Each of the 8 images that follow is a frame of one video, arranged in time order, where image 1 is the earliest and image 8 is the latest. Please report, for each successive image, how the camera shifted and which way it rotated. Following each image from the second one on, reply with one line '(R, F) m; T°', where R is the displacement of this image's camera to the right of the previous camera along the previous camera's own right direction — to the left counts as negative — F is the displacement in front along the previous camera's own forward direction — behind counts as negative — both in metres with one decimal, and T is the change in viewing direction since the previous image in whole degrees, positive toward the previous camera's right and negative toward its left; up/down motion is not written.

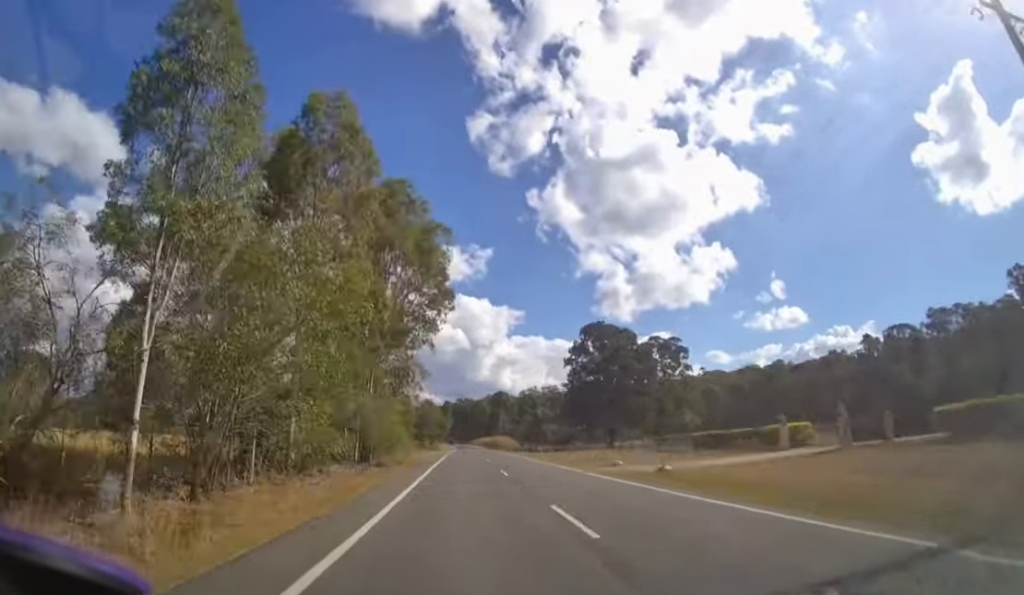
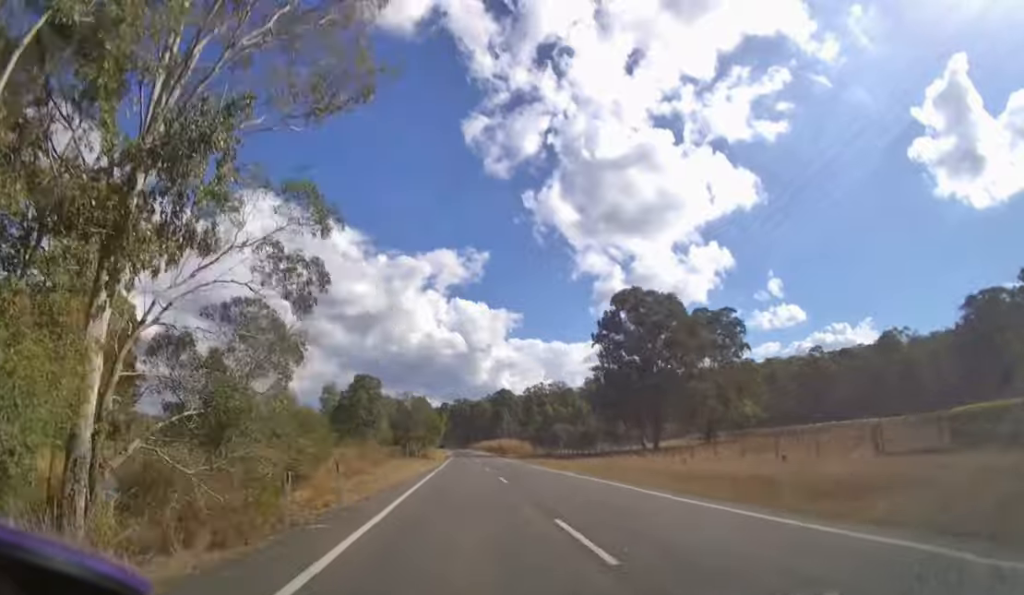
(0.0, +26.5) m; 0°
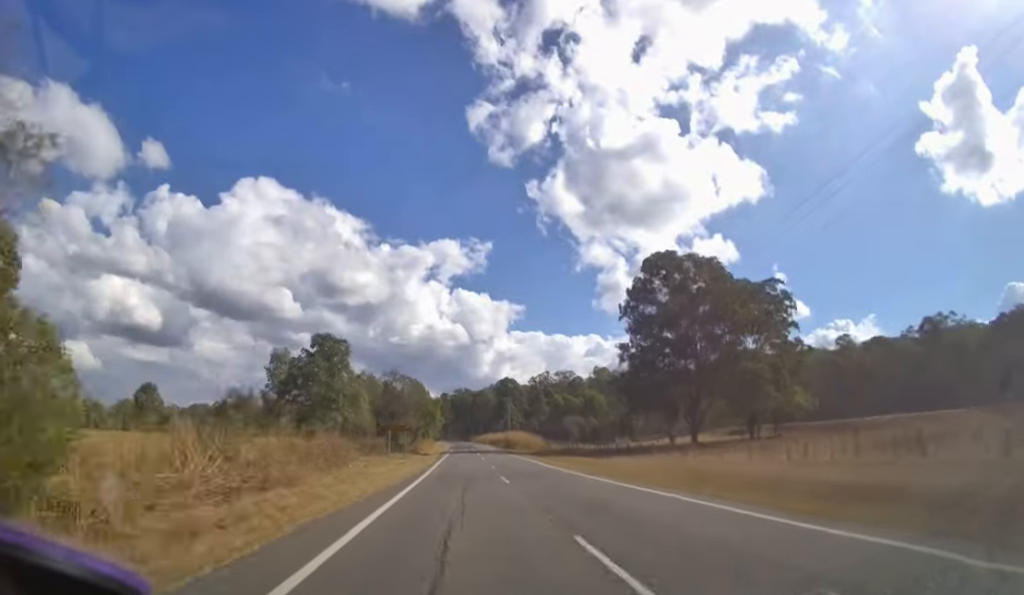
(0.0, +12.9) m; 0°
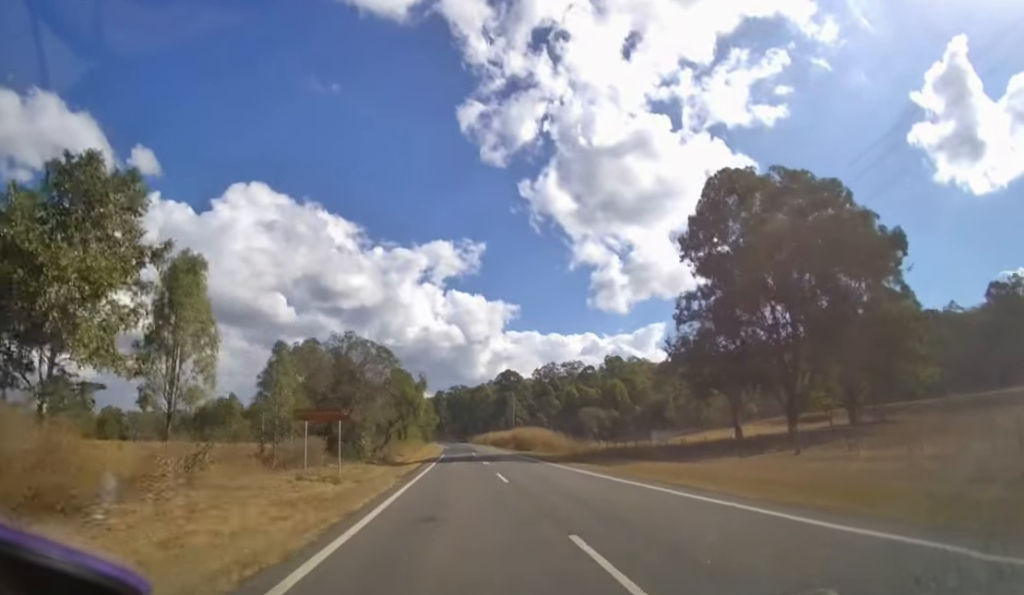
(0.0, +20.8) m; 0°
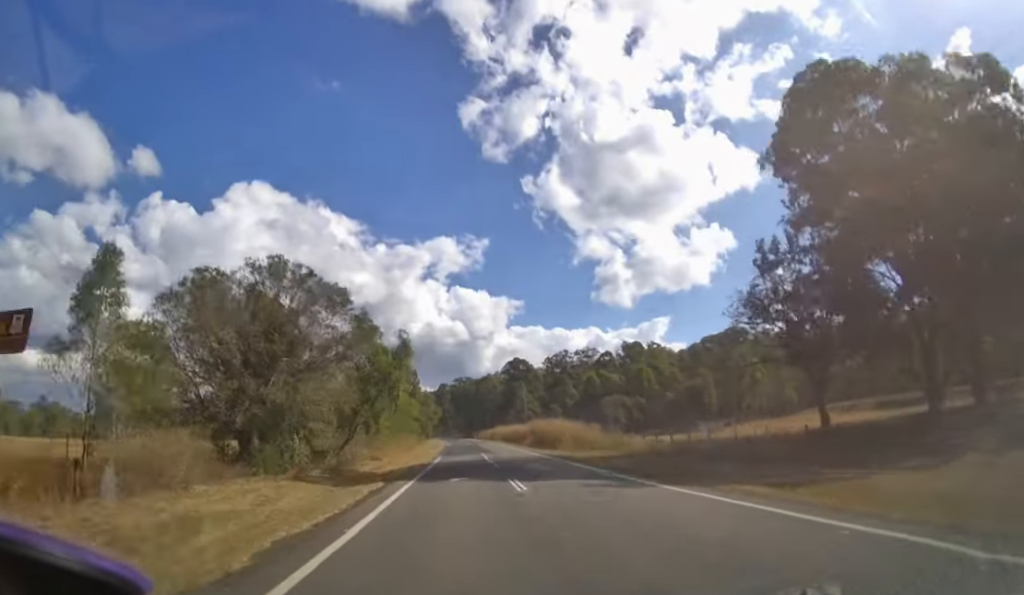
(0.0, +14.4) m; 0°
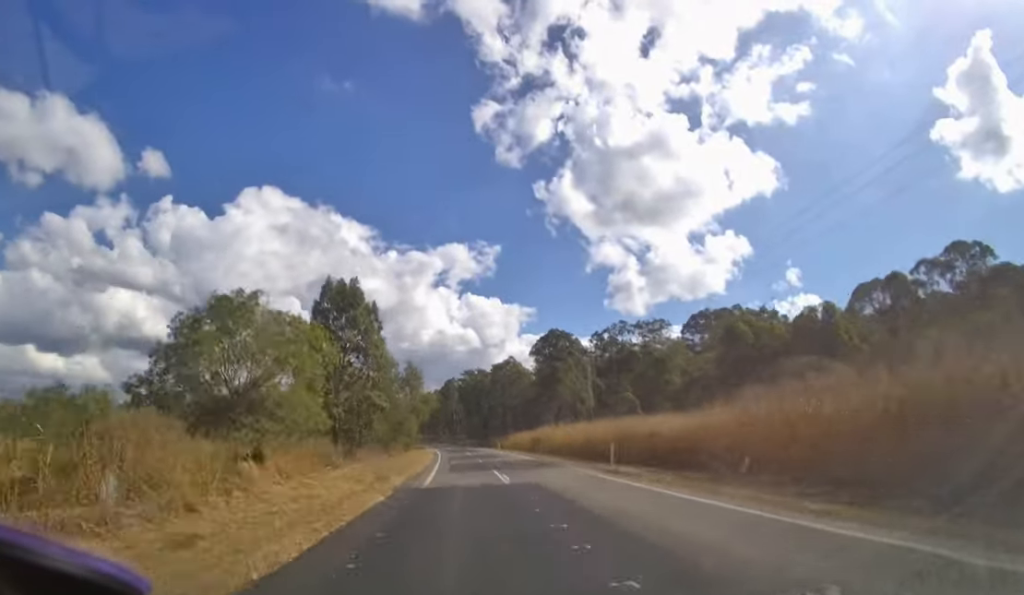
(-0.2, +45.9) m; -1°
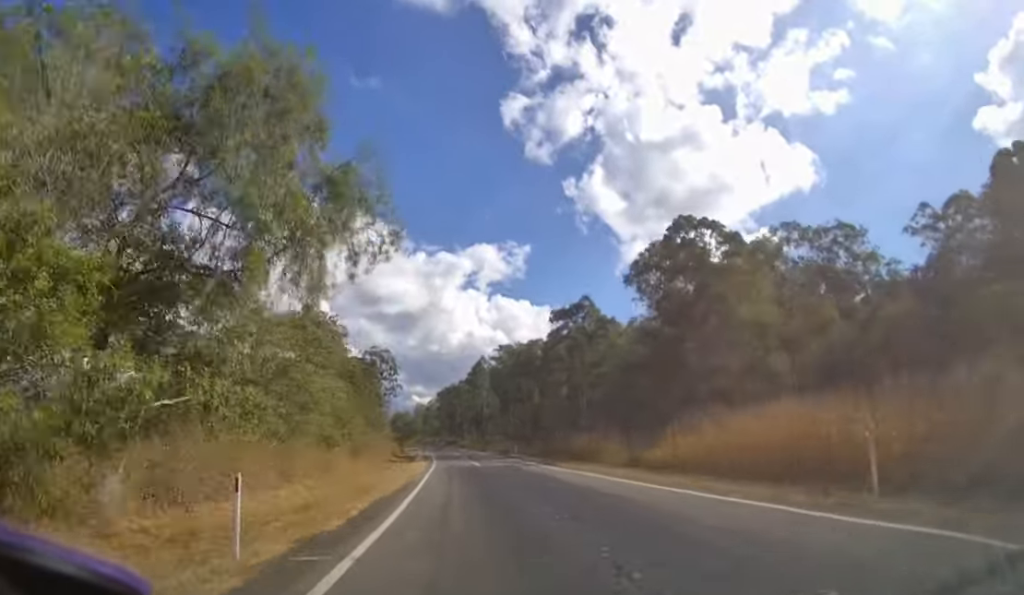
(-1.4, +55.9) m; -3°
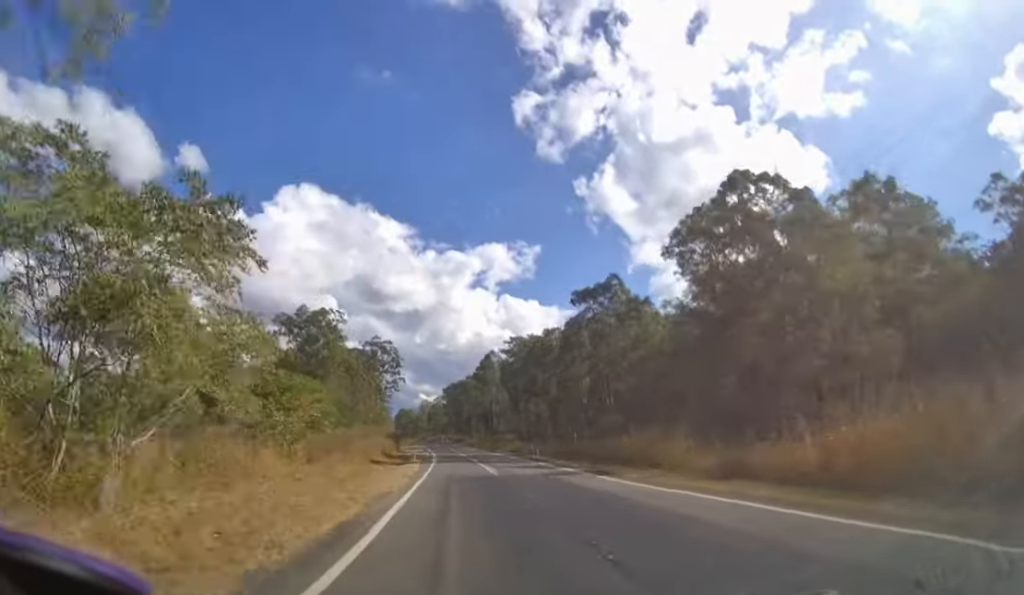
(-0.1, +11.2) m; -1°
